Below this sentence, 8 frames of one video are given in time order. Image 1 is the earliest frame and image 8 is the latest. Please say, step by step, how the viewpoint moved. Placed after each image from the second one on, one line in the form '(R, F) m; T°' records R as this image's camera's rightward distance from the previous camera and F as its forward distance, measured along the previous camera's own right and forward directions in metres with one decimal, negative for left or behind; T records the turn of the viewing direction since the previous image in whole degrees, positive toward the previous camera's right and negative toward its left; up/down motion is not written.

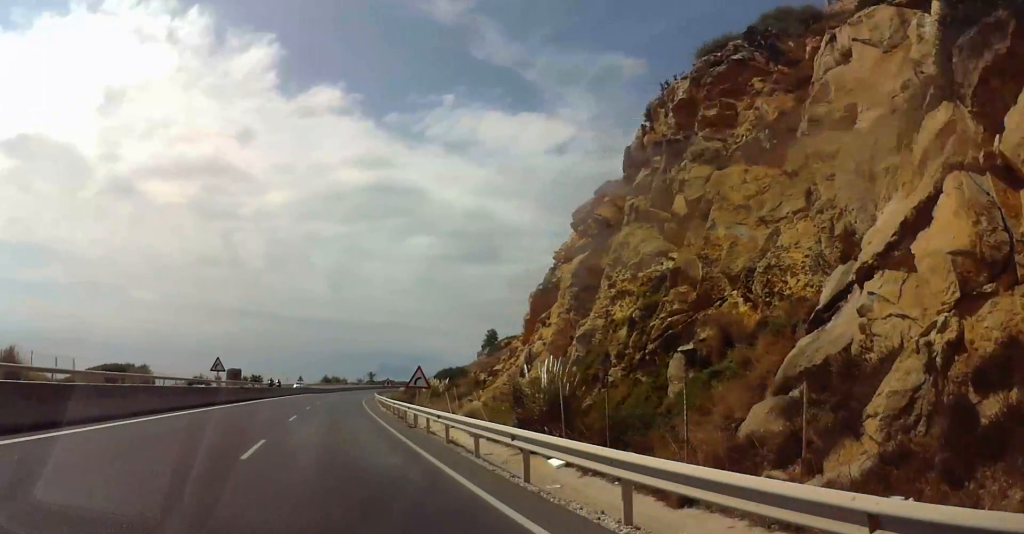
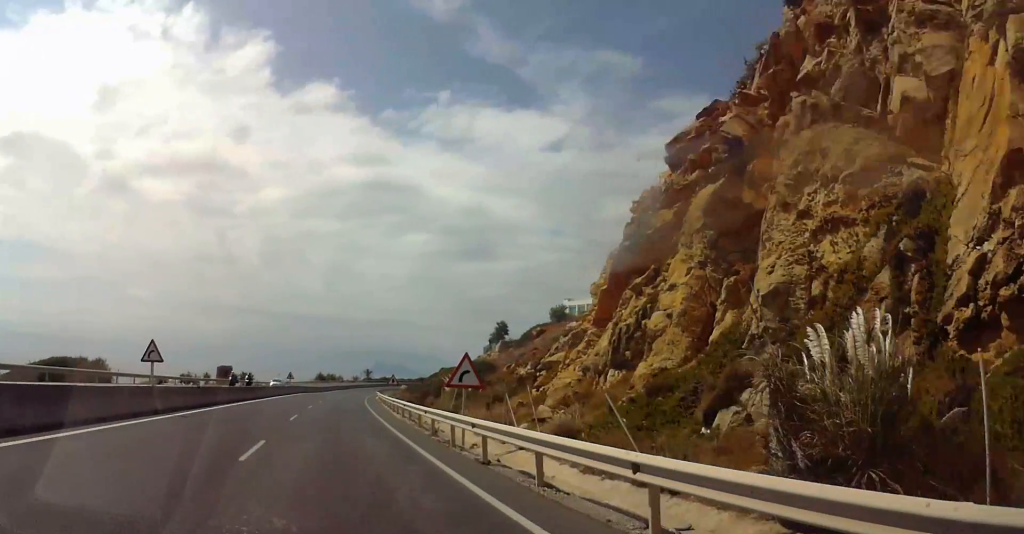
(+0.2, +13.0) m; +1°
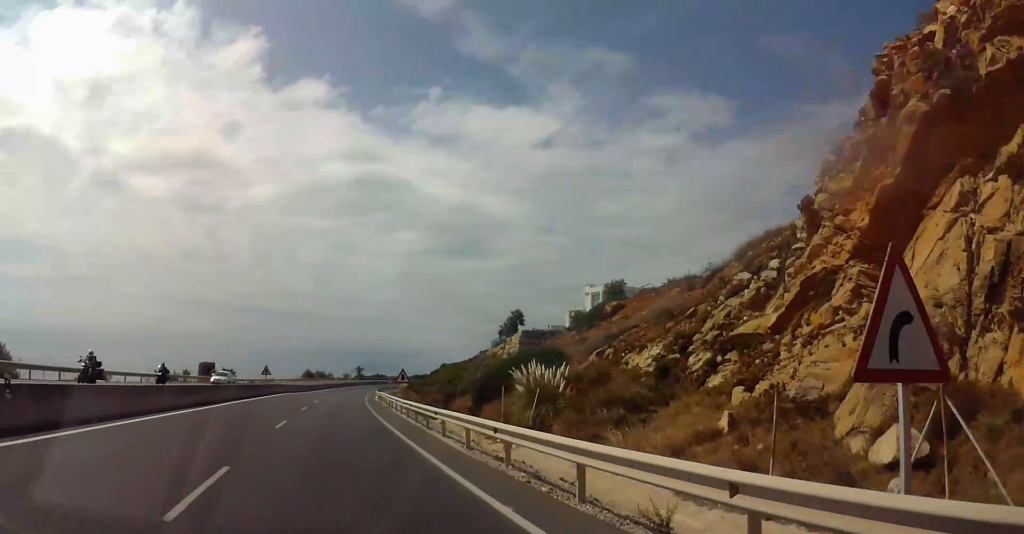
(+0.1, +17.6) m; +1°
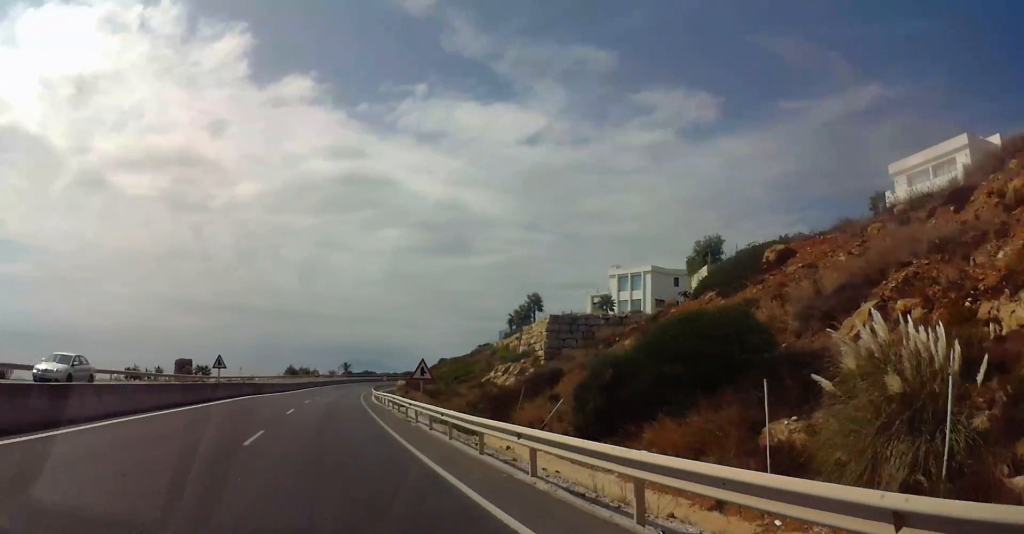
(+0.2, +18.5) m; +1°
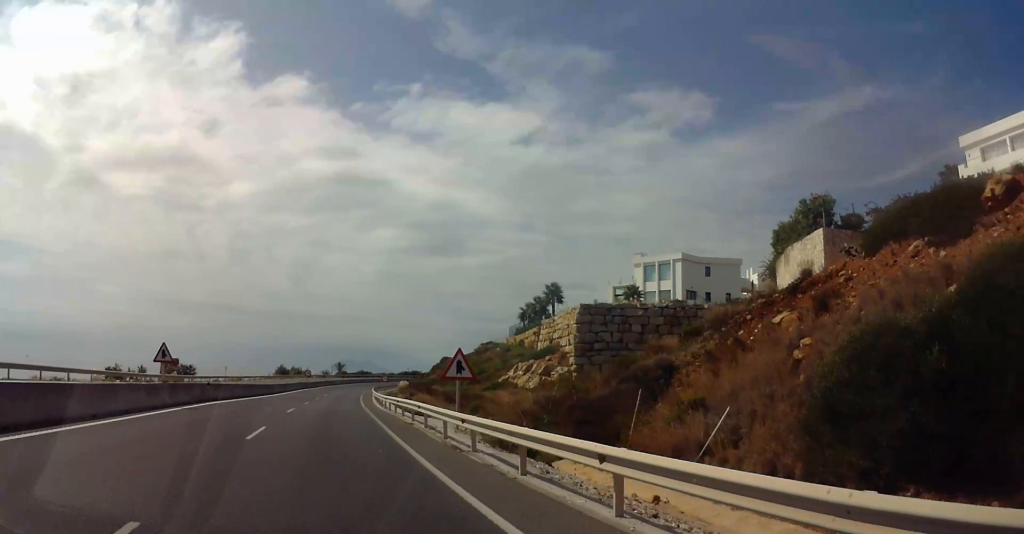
(+0.2, +11.6) m; +1°
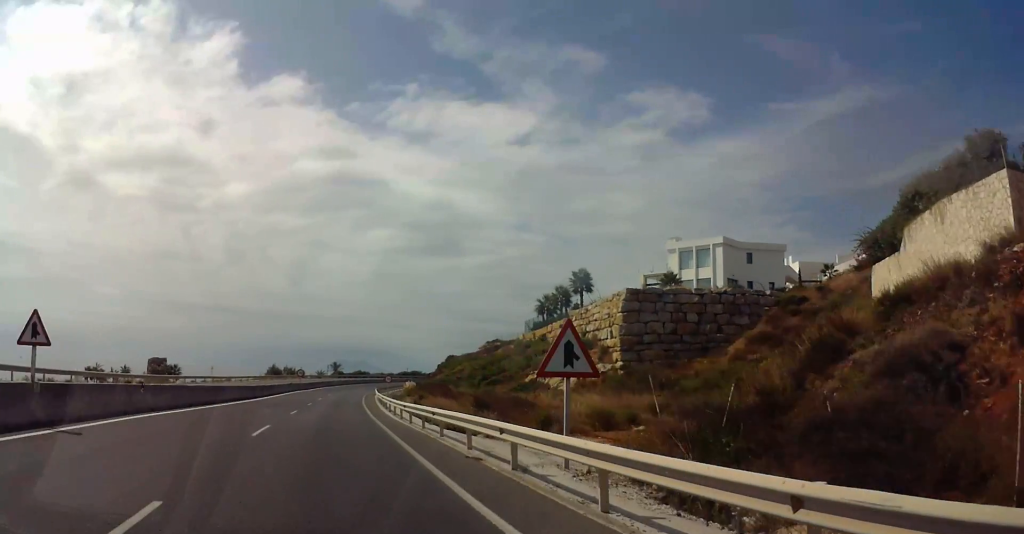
(0.0, +10.8) m; 0°
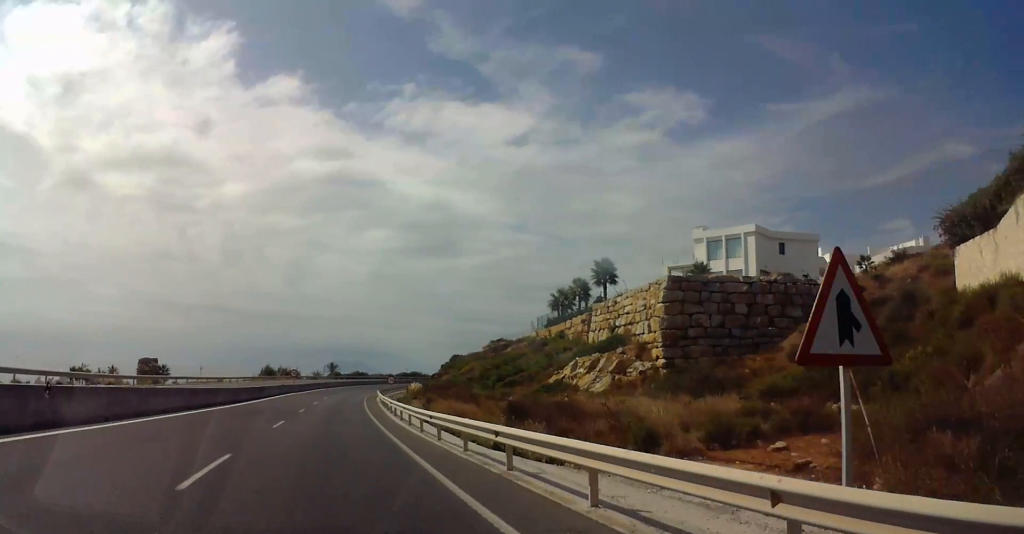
(0.0, +8.5) m; 0°
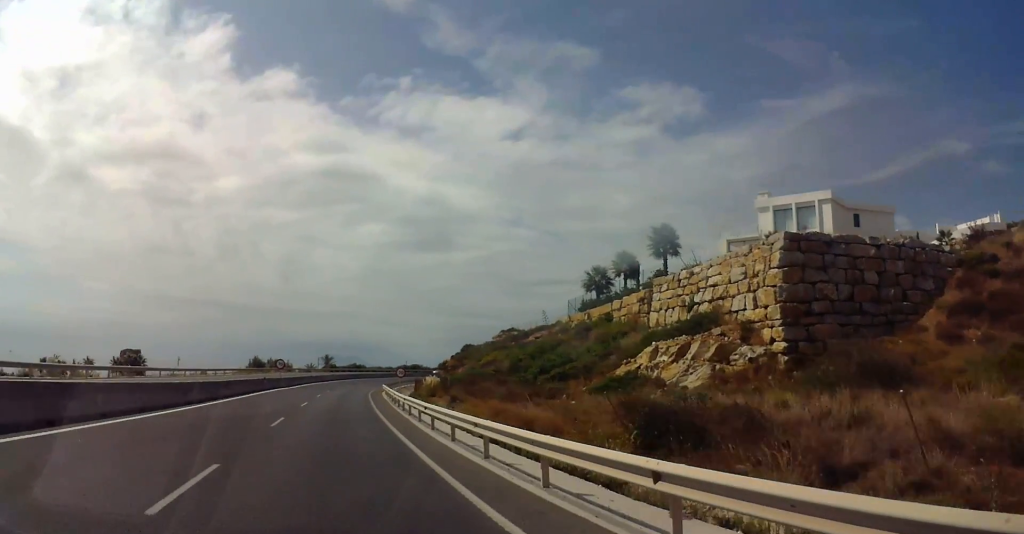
(0.0, +13.3) m; 0°
